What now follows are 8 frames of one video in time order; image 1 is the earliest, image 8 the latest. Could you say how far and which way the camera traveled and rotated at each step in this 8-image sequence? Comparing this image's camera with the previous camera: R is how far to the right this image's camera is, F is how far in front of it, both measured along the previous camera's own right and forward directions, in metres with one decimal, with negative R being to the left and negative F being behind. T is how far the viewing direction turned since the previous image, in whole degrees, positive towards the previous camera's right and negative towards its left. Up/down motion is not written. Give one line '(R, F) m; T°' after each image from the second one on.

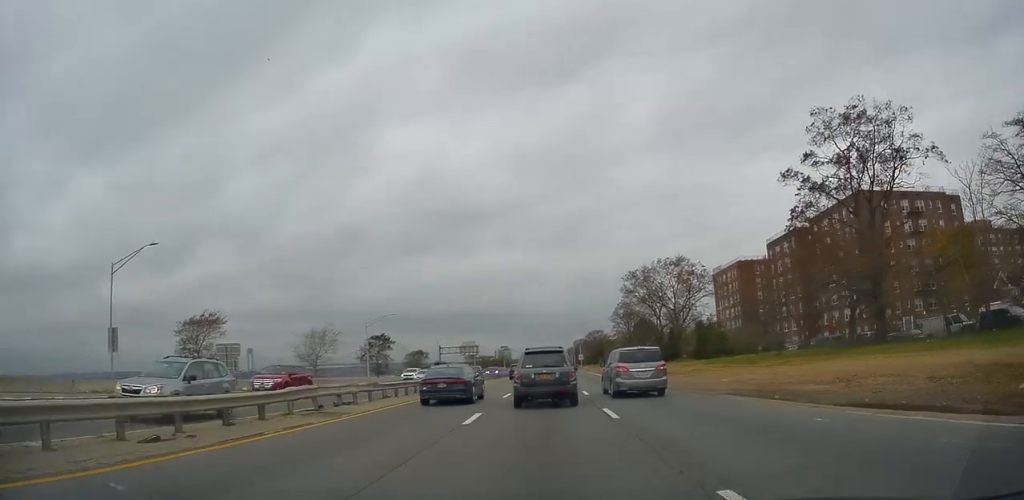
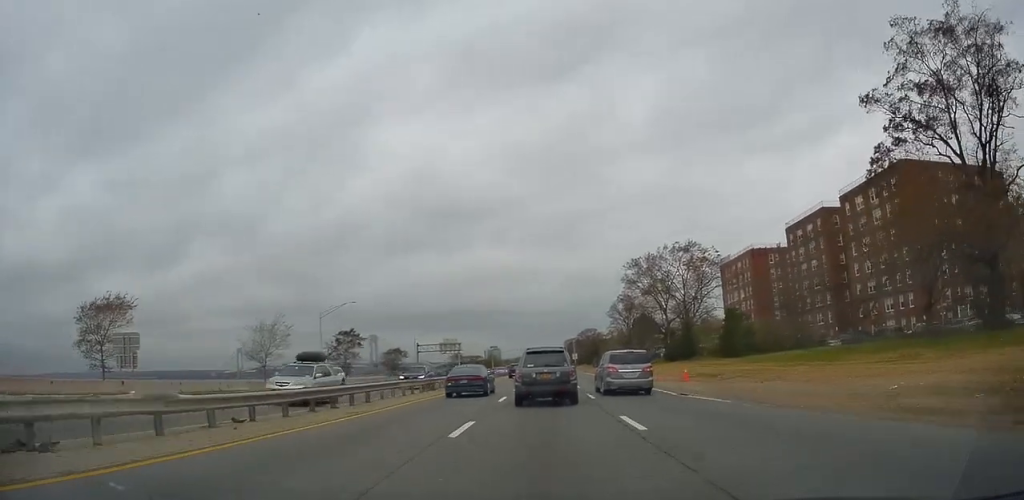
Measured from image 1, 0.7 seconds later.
(+0.3, +13.9) m; +1°
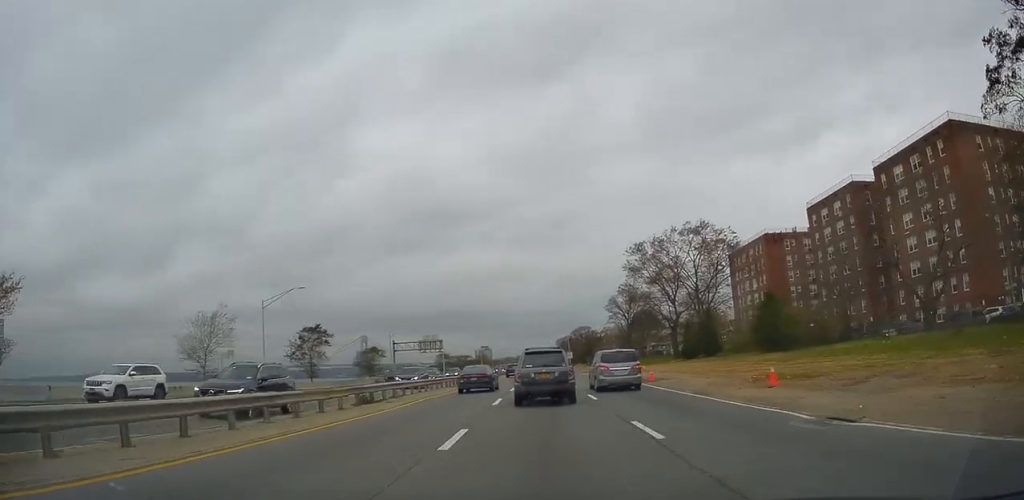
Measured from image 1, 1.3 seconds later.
(0.0, +12.4) m; 0°
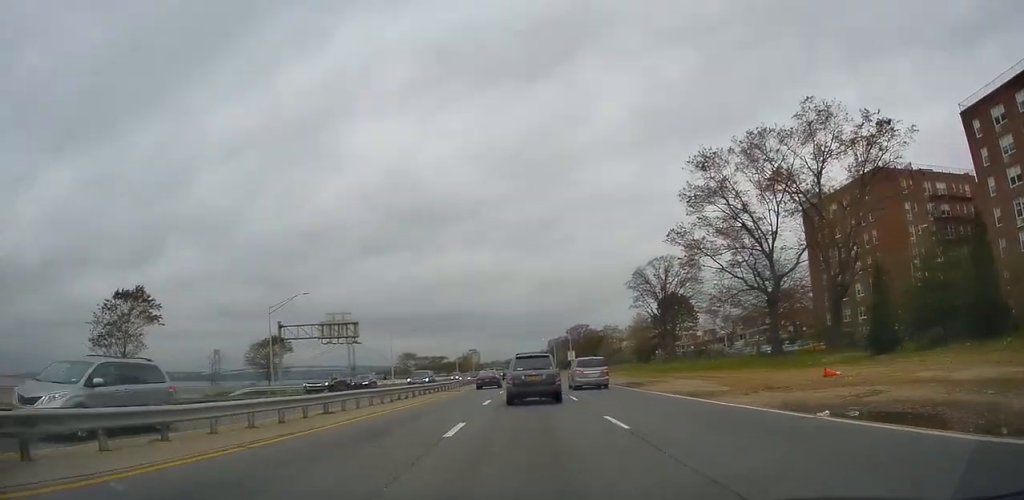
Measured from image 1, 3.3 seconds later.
(+1.0, +41.5) m; +3°
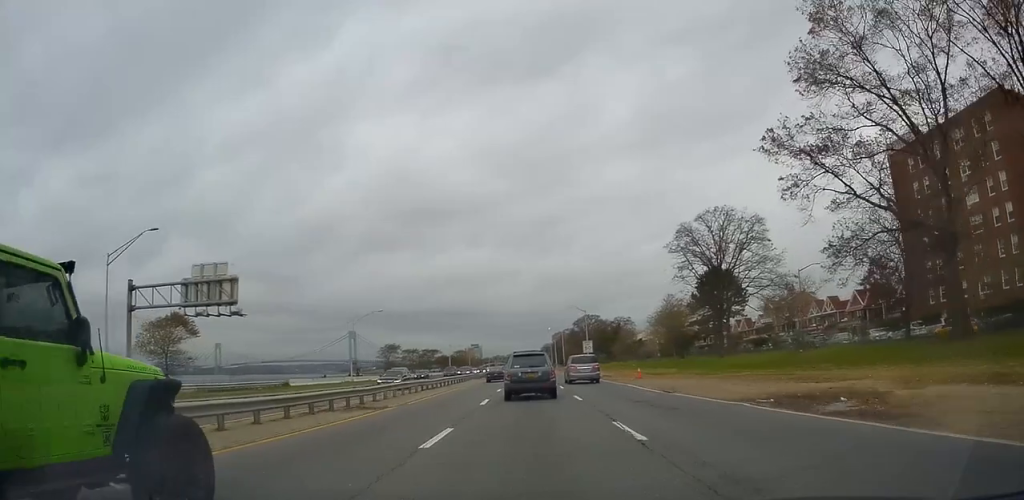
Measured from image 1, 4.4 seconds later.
(+0.2, +23.8) m; 0°
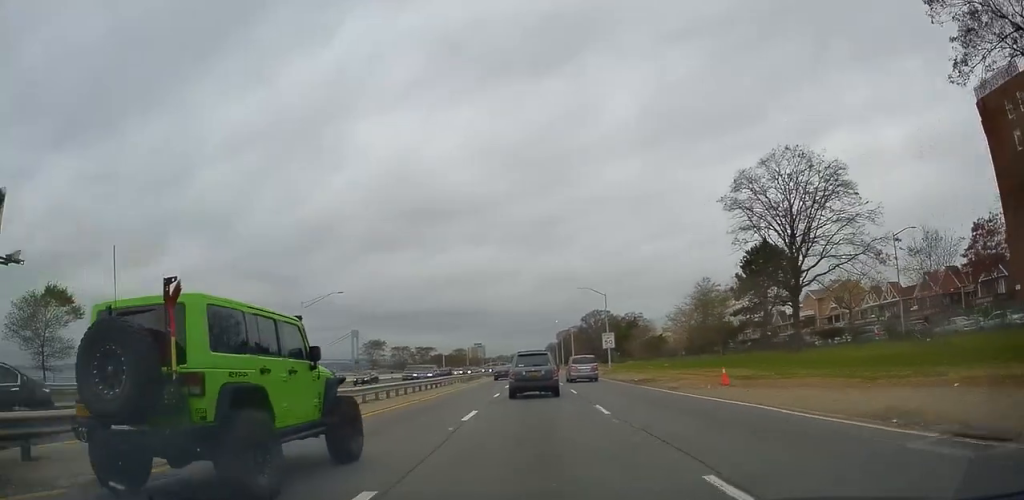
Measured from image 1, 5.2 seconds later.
(-0.2, +16.8) m; 0°
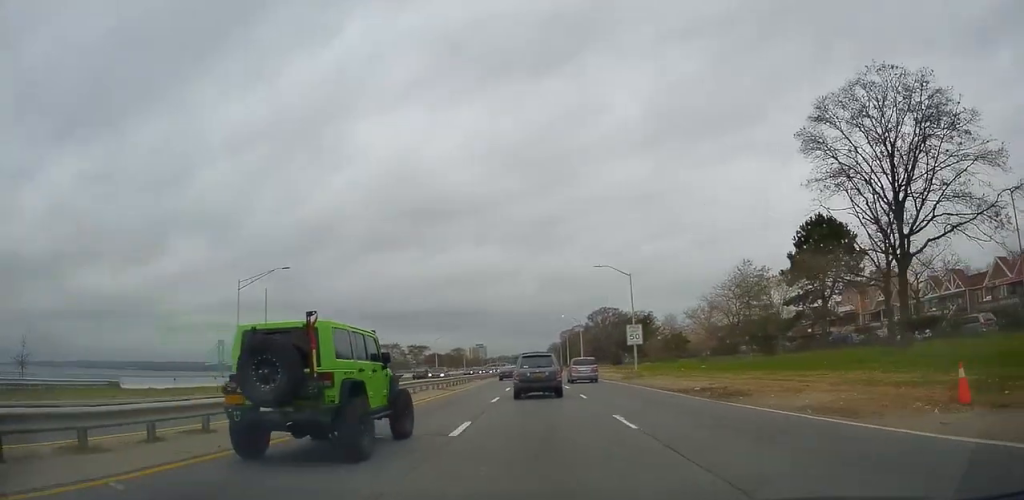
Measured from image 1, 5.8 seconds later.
(0.0, +13.4) m; 0°
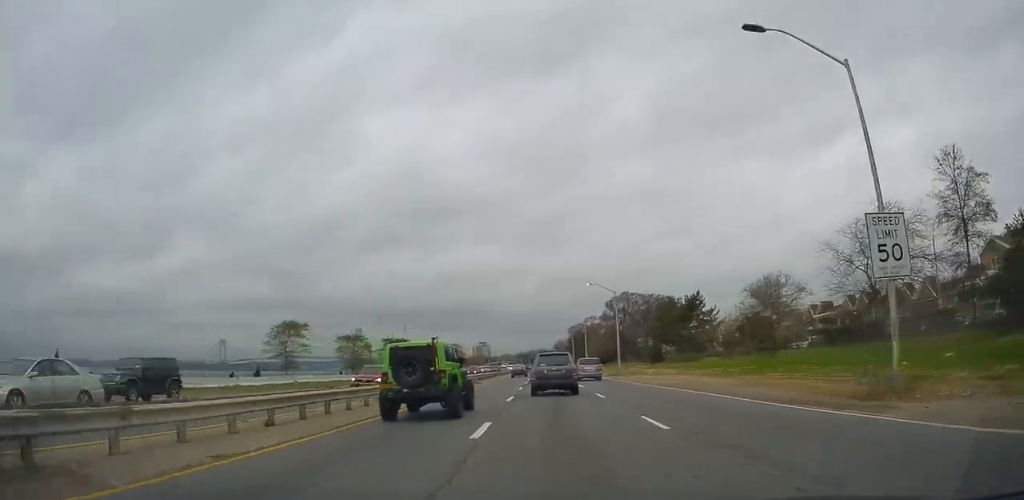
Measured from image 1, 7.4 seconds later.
(-0.3, +32.9) m; -1°
